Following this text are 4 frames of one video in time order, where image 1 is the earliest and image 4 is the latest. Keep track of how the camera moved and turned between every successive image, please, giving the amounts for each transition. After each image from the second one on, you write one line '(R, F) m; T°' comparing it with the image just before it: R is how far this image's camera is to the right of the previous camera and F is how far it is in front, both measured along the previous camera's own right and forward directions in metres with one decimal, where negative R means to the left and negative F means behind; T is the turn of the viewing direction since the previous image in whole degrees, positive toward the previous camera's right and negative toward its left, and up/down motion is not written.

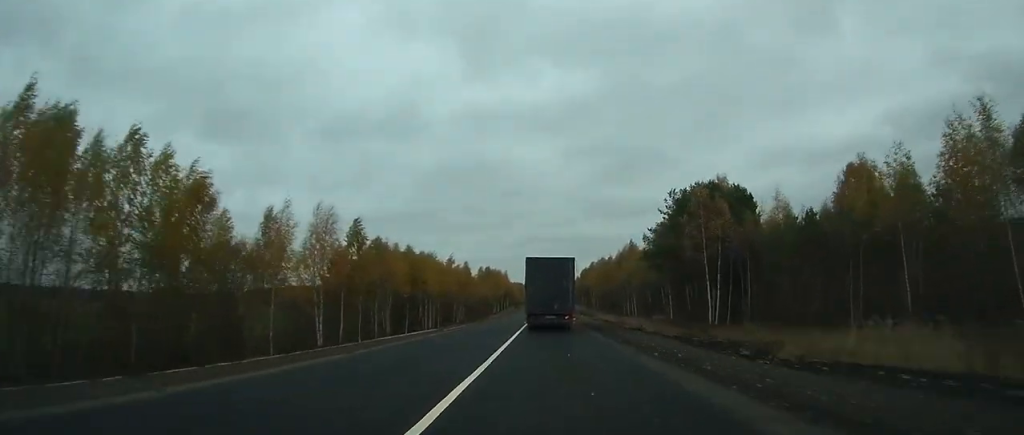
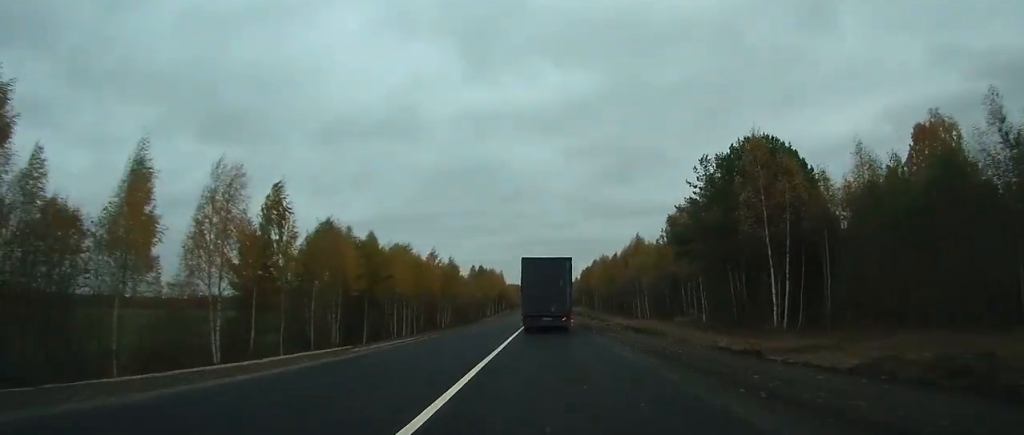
(0.0, +18.0) m; 0°
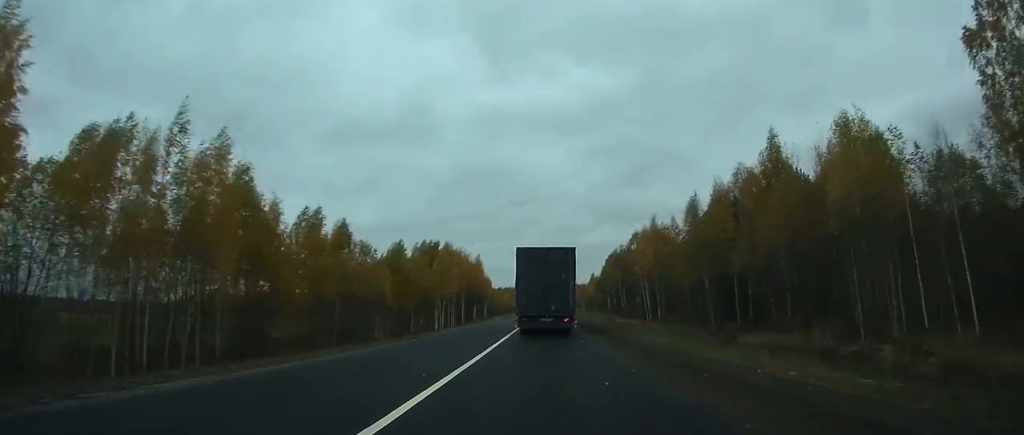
(+0.2, +89.3) m; 0°
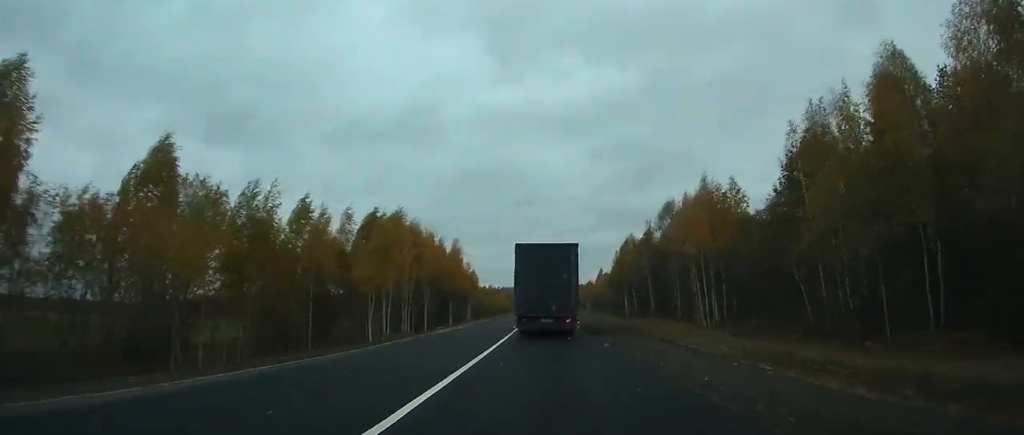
(-0.1, +37.8) m; 0°
